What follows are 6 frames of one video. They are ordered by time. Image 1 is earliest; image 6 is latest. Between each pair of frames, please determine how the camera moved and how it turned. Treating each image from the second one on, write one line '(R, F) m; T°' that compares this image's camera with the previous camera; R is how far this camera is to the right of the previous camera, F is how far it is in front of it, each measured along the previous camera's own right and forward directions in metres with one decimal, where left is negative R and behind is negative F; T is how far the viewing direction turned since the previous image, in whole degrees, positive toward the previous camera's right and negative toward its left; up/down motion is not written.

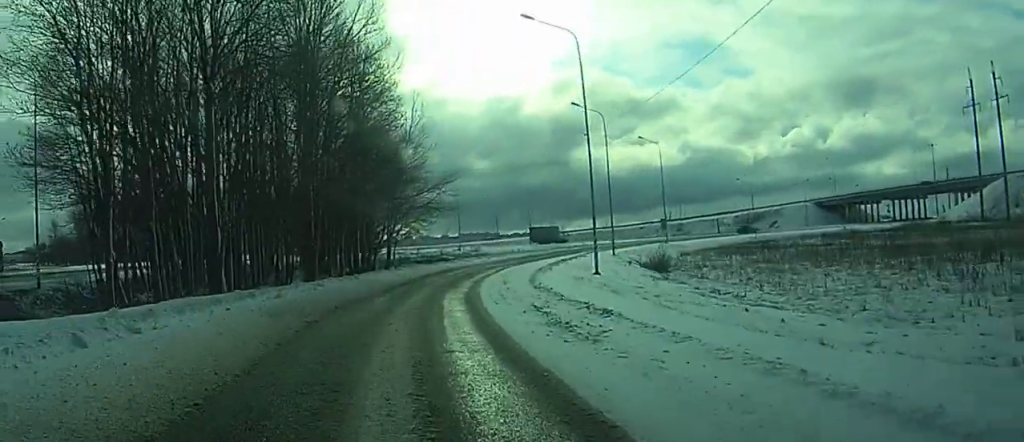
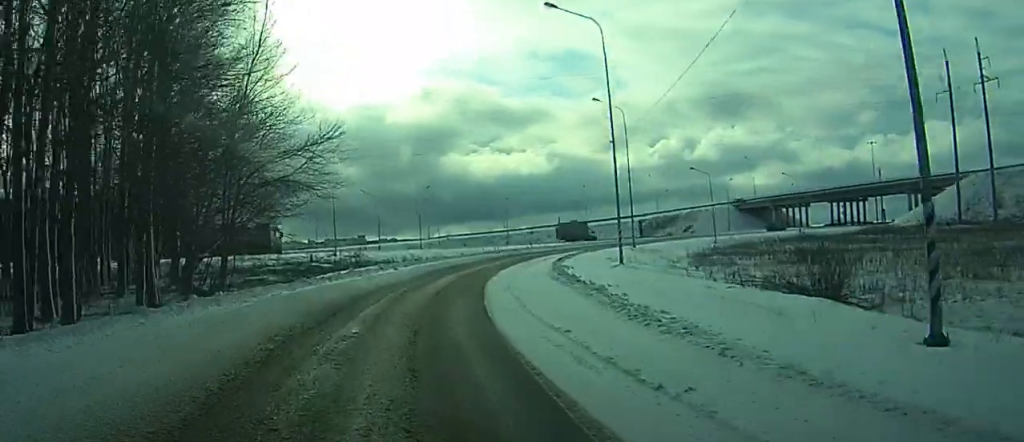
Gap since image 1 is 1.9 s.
(+1.1, +26.4) m; +5°
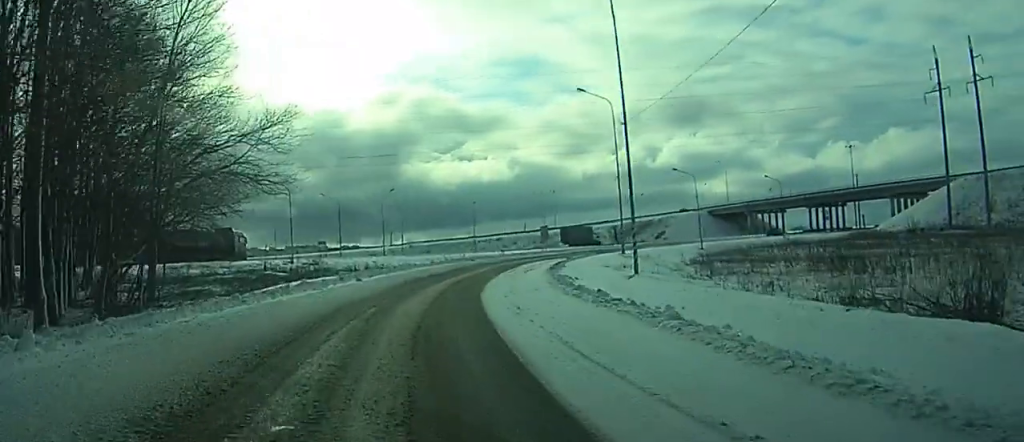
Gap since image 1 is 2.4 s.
(0.0, +6.5) m; +2°
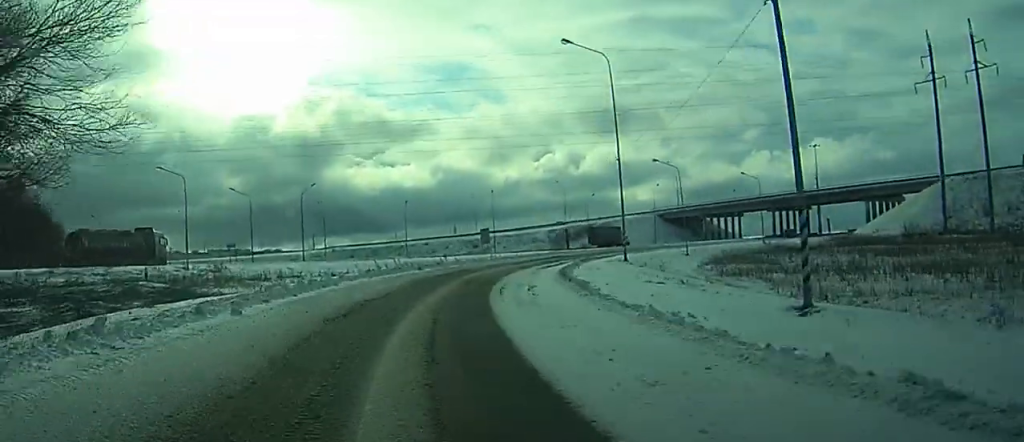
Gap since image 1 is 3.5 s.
(+0.6, +15.5) m; +5°
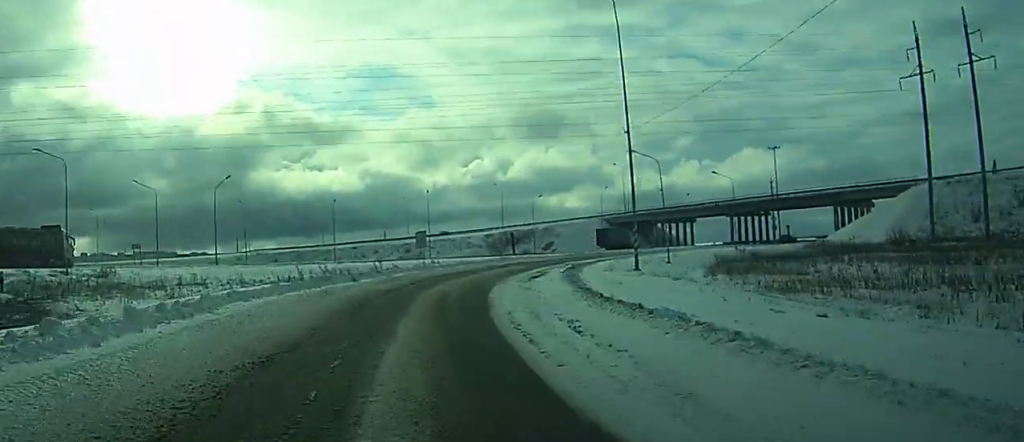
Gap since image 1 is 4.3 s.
(+0.5, +11.7) m; +5°
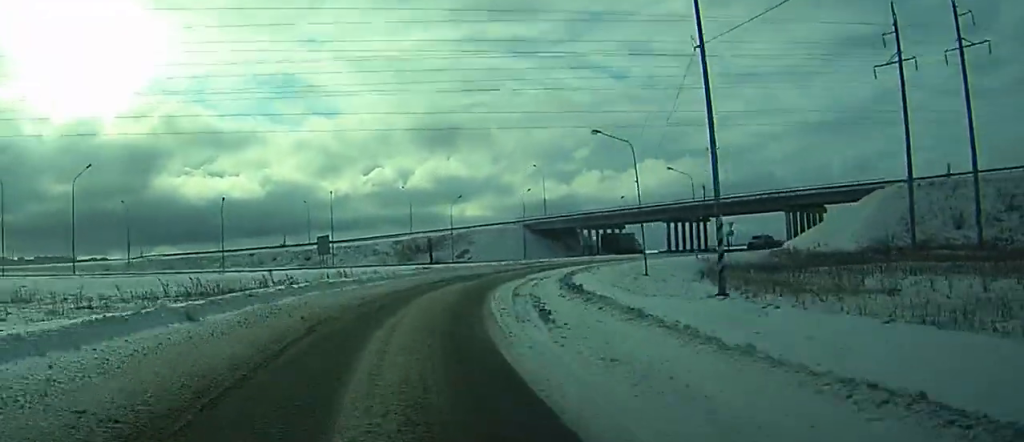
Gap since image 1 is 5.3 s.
(+0.9, +14.6) m; +6°
